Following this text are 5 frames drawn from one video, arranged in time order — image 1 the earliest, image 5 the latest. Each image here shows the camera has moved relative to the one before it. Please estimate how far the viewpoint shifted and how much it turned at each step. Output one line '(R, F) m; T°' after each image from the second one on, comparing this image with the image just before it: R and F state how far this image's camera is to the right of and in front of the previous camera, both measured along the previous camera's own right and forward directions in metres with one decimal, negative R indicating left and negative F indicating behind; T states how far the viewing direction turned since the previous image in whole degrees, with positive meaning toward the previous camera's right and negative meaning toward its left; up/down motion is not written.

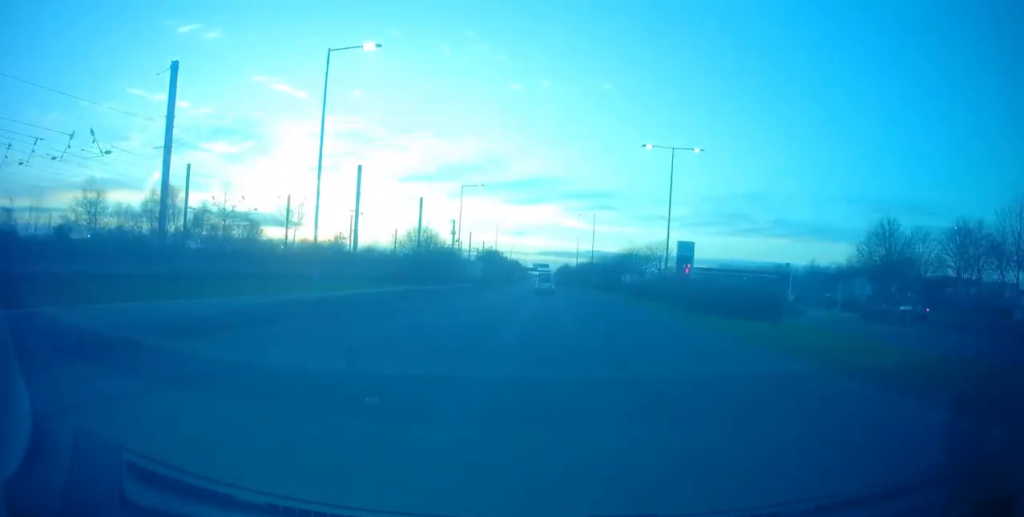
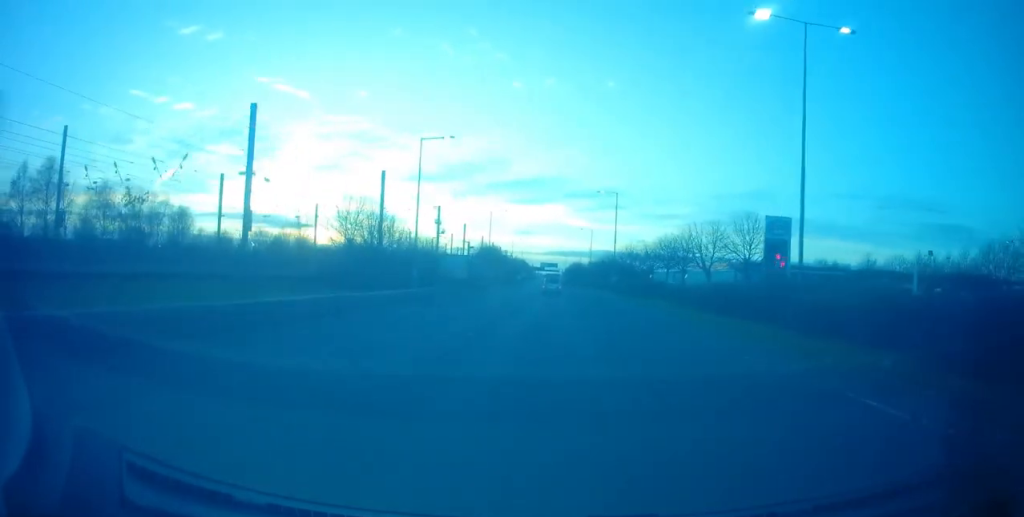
(-0.2, +23.4) m; 0°
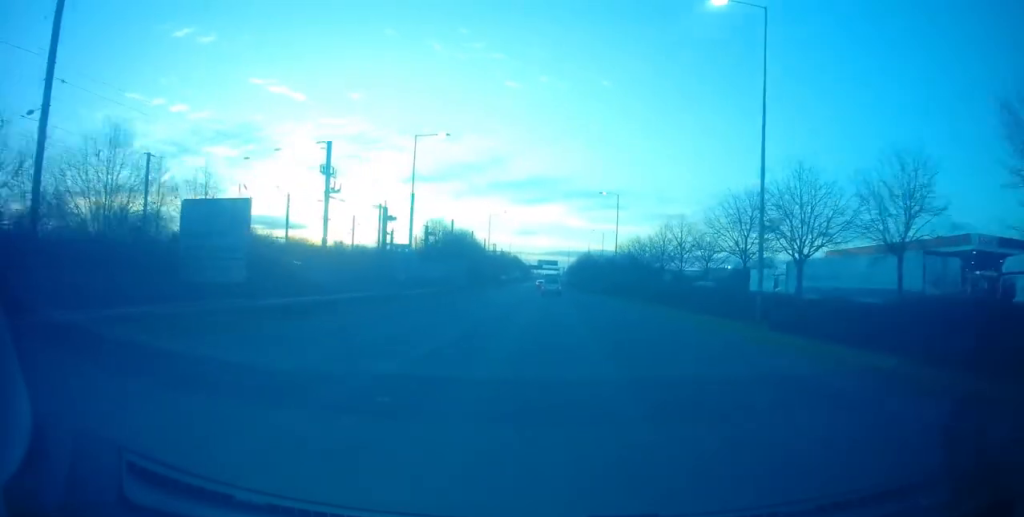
(0.0, +49.0) m; 0°
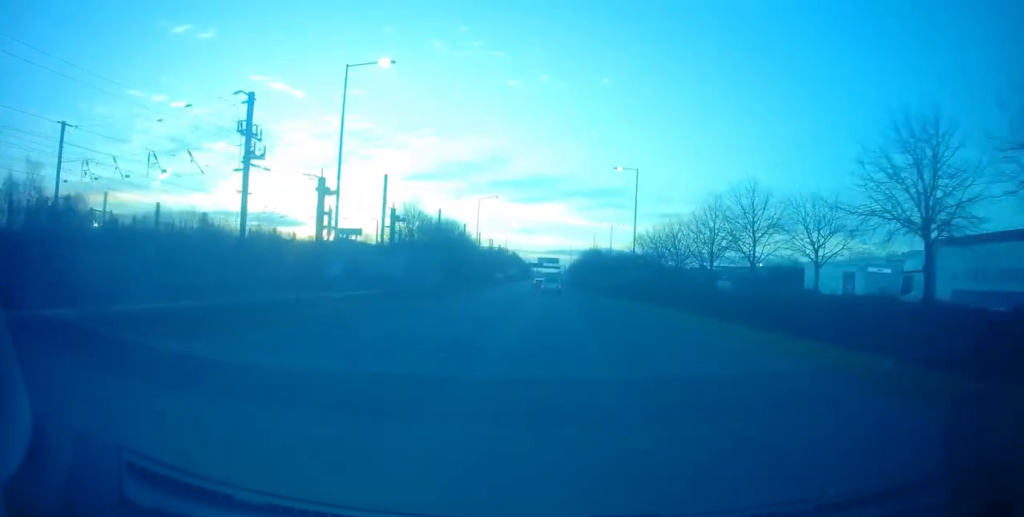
(0.0, +14.8) m; 0°
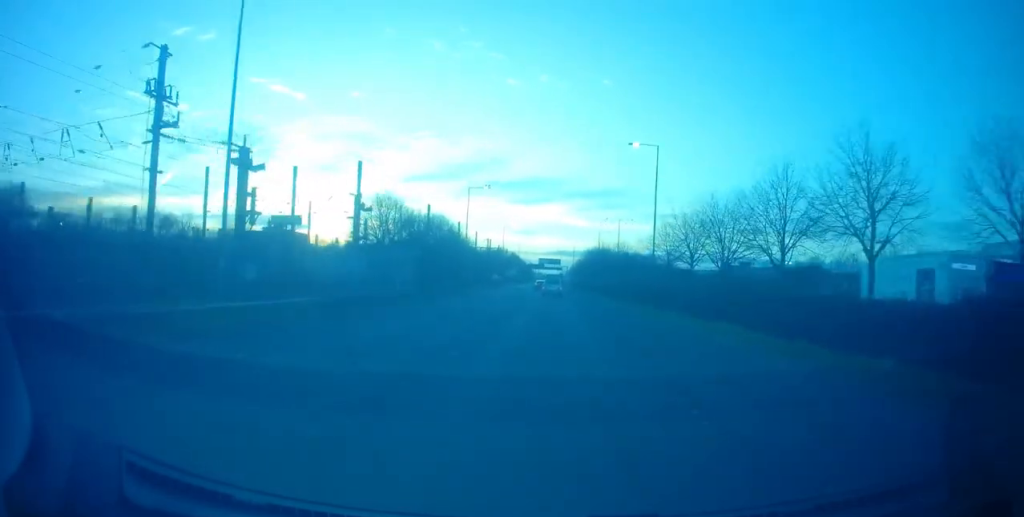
(0.0, +10.3) m; 0°
